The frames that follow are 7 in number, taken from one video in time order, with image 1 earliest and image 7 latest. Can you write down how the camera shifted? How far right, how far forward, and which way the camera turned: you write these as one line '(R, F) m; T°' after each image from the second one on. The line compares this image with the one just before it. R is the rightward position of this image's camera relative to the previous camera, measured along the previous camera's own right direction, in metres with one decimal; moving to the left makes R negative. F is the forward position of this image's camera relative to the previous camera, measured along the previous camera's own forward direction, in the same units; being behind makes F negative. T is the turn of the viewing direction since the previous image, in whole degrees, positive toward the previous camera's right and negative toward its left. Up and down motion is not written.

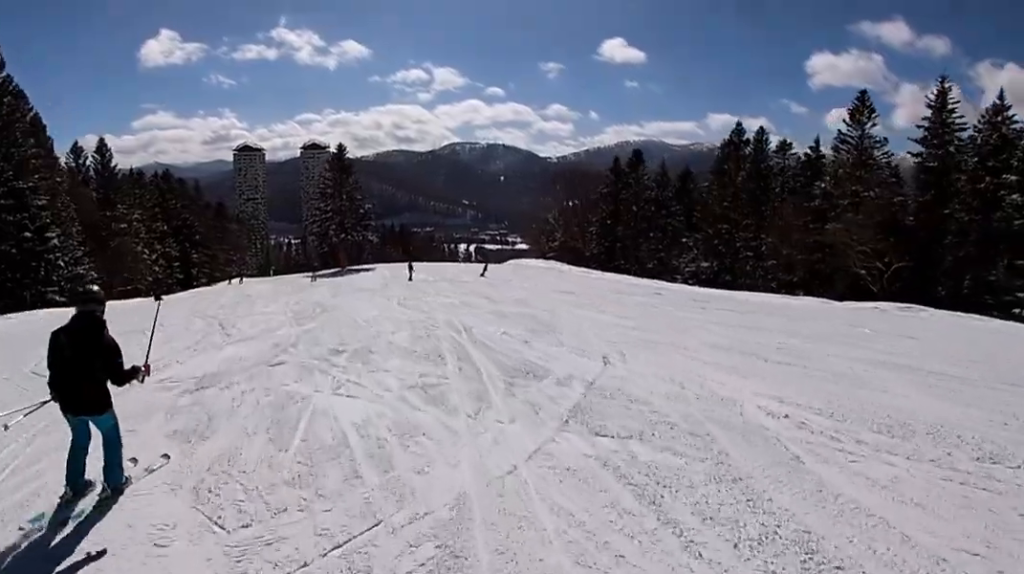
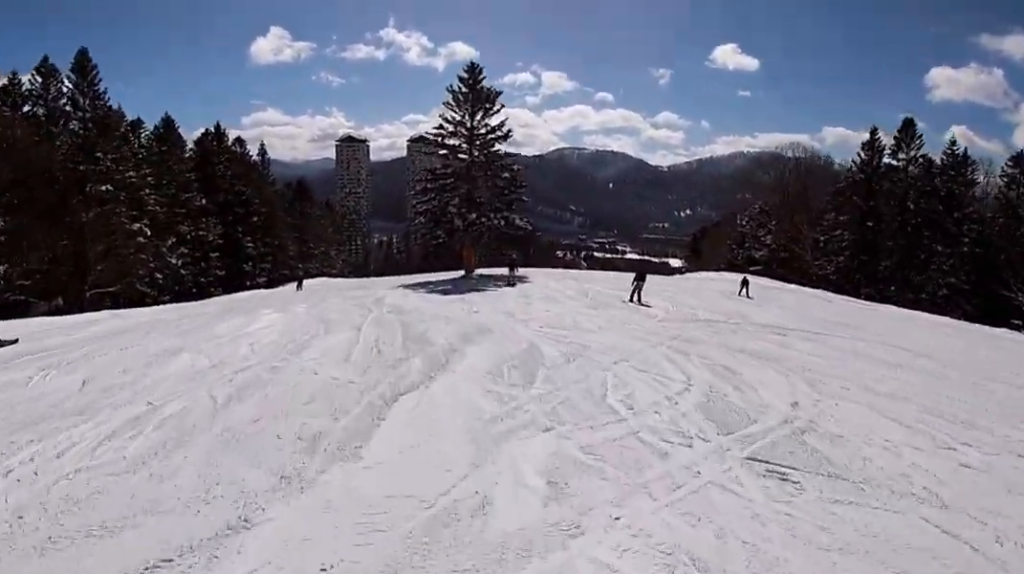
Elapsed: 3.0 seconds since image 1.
(-3.0, +31.4) m; -8°
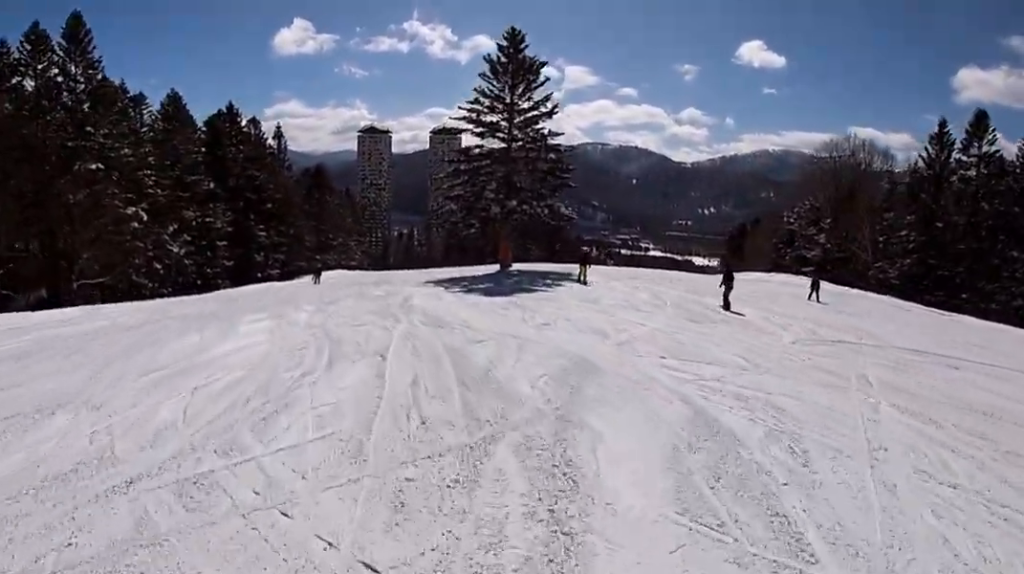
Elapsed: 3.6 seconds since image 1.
(-0.6, +5.6) m; 0°
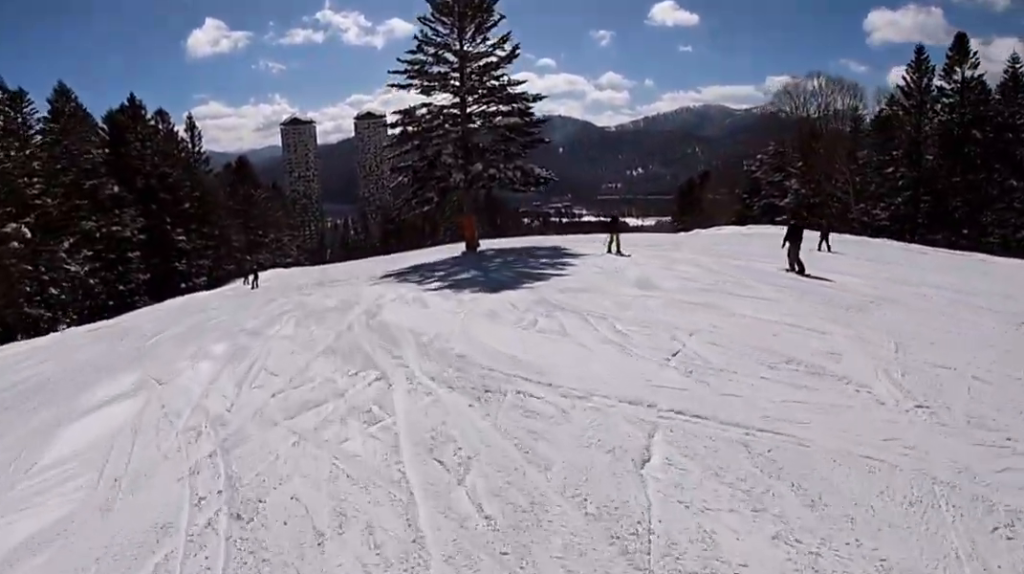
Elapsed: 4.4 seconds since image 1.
(+0.6, +7.5) m; +3°
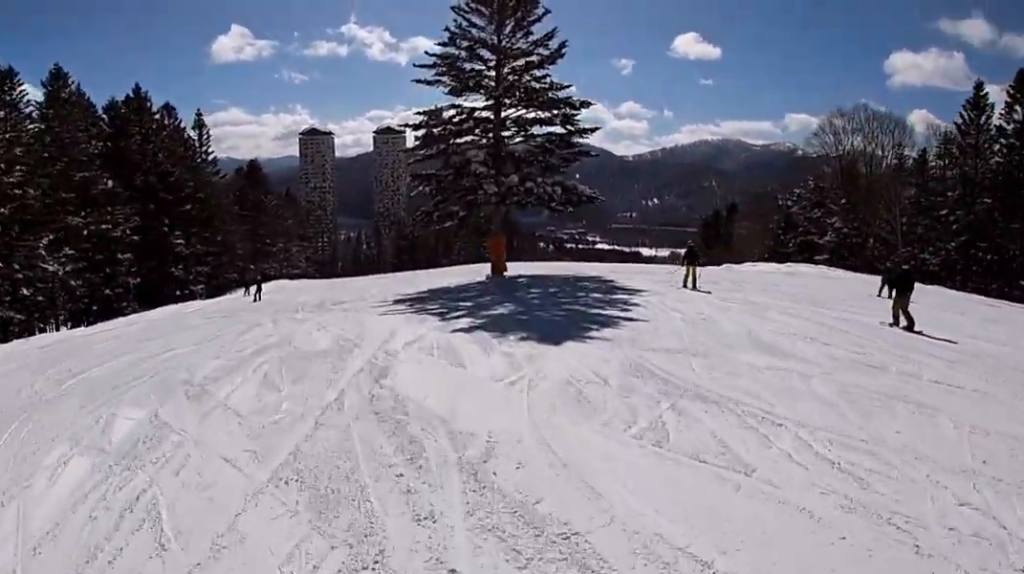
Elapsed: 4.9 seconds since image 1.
(+0.1, +4.6) m; +1°
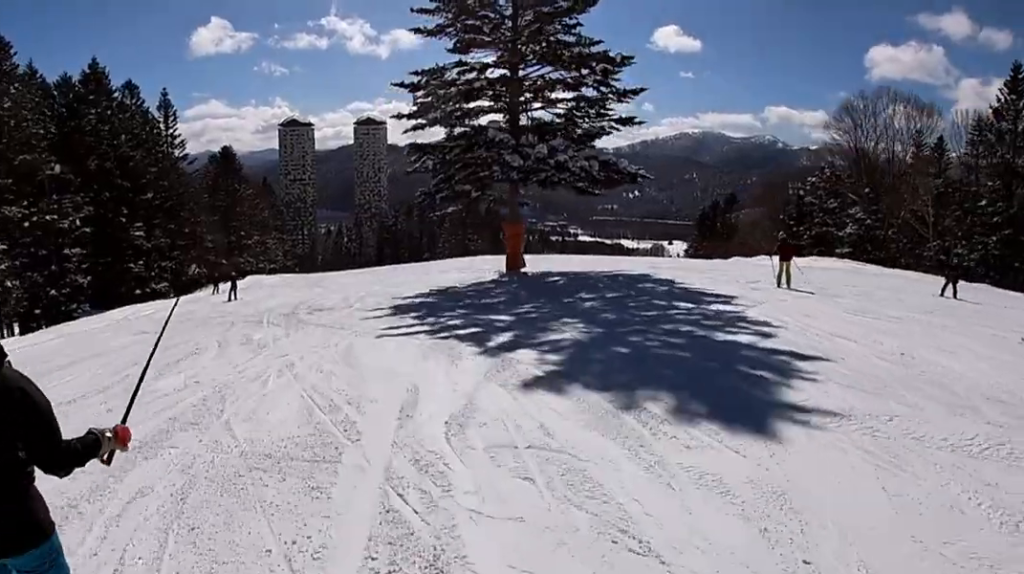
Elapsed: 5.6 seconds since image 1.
(-0.2, +5.9) m; 0°
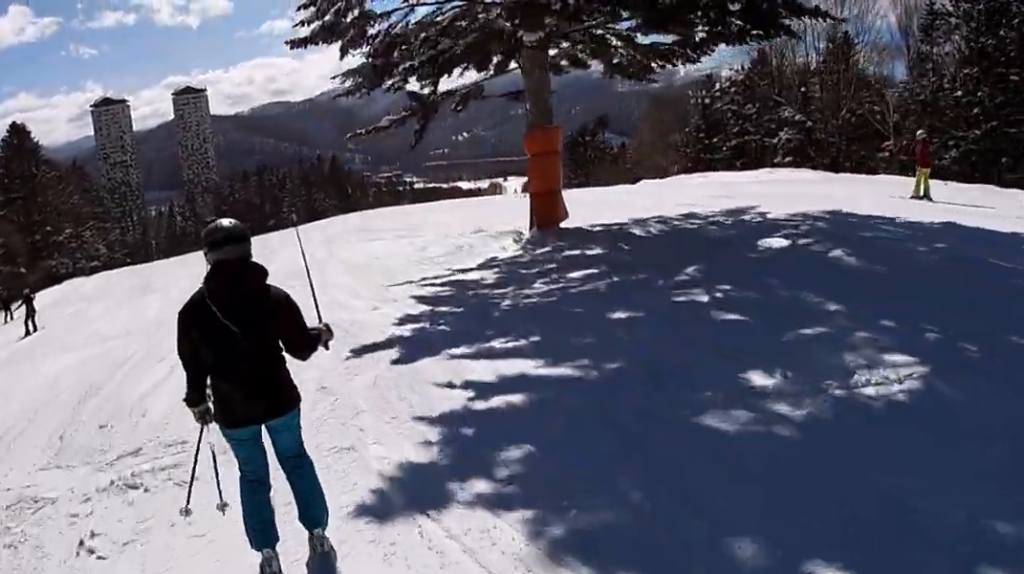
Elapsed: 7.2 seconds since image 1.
(+0.5, +13.9) m; +6°
